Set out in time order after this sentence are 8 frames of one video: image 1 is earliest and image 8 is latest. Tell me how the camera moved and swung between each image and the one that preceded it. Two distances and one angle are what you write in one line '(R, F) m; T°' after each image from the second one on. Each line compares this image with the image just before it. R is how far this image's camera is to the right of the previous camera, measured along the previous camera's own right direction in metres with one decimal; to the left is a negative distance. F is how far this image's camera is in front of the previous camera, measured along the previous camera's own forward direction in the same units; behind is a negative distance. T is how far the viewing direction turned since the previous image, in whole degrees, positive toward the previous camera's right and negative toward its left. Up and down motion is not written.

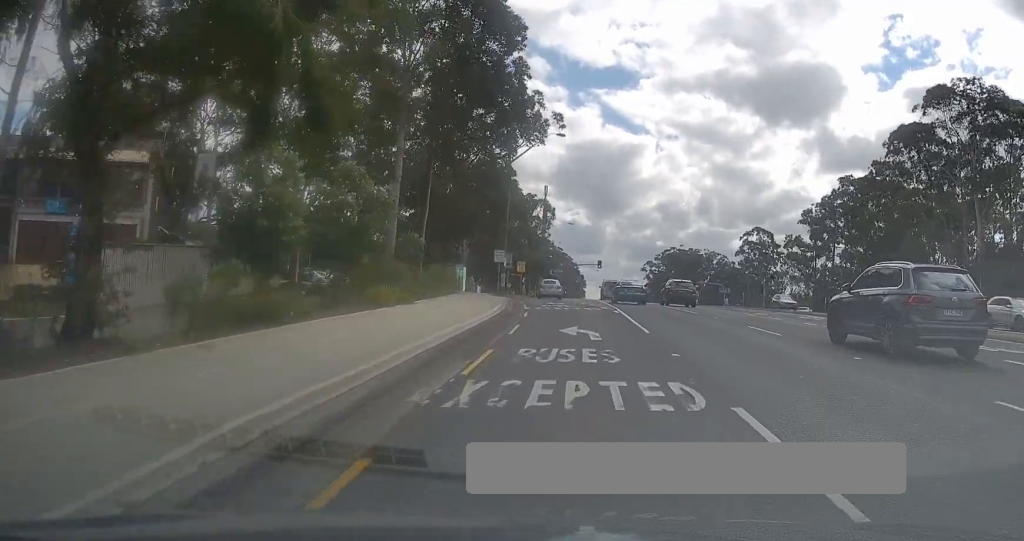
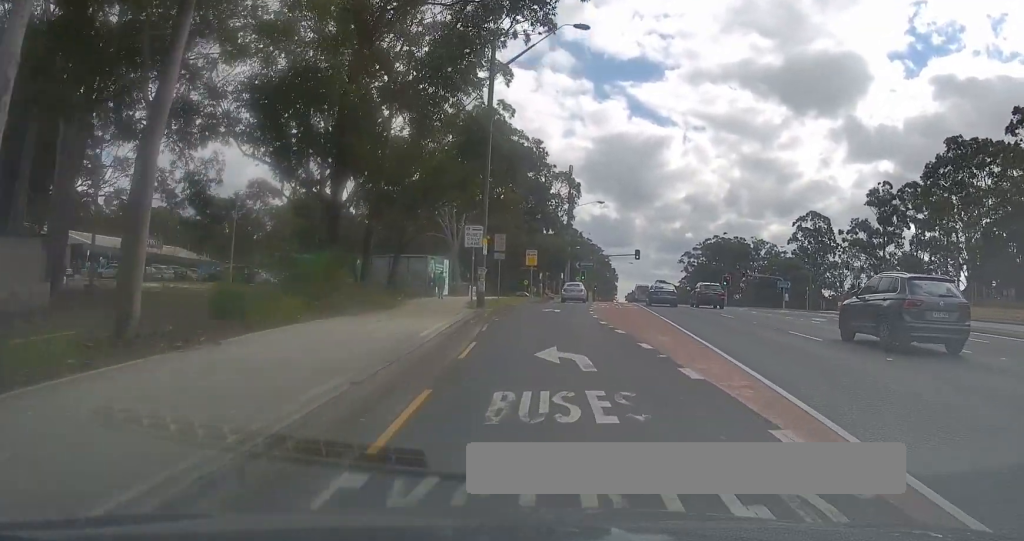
(-0.2, +24.0) m; 0°
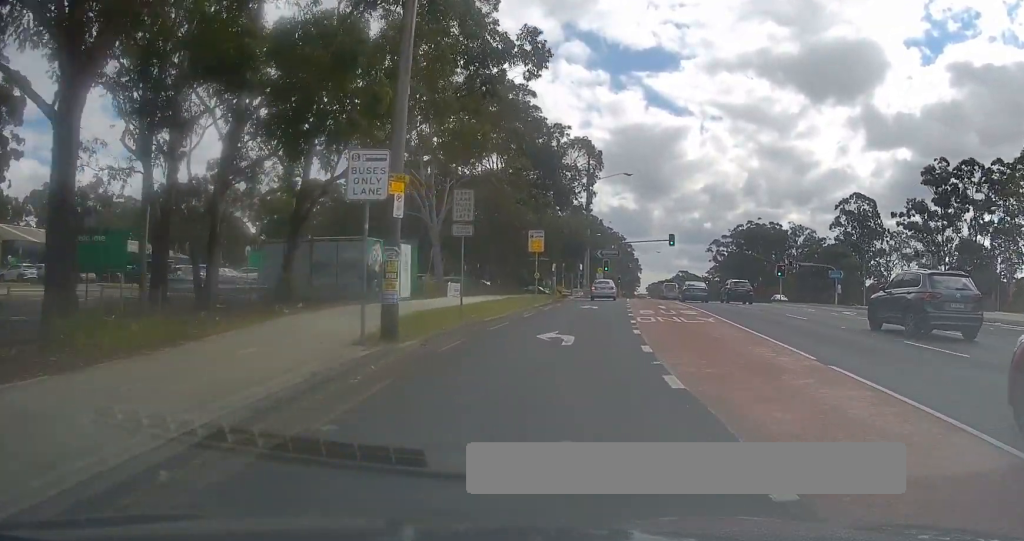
(0.0, +16.9) m; -1°
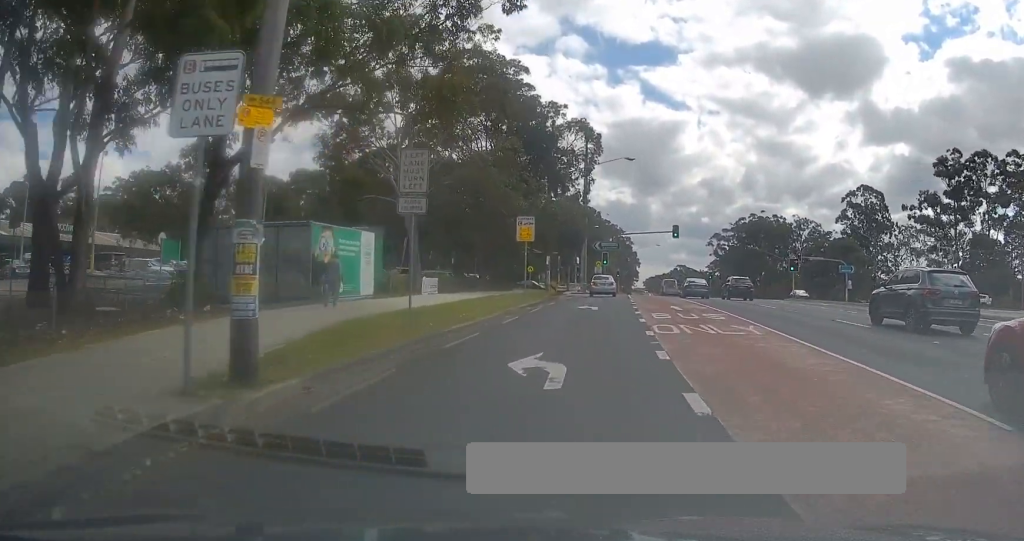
(-0.3, +6.0) m; 0°
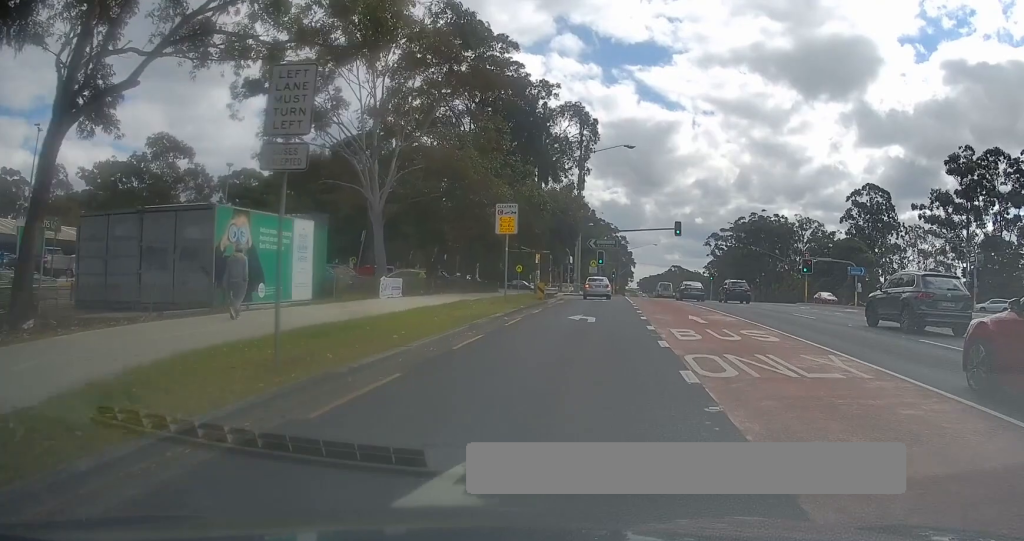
(0.0, +5.9) m; 0°
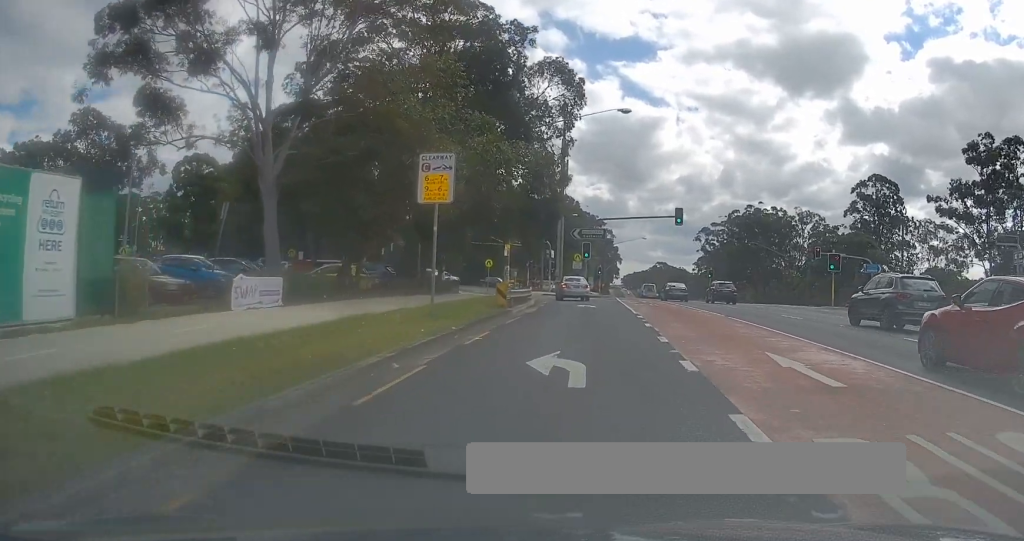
(+0.5, +11.2) m; +1°
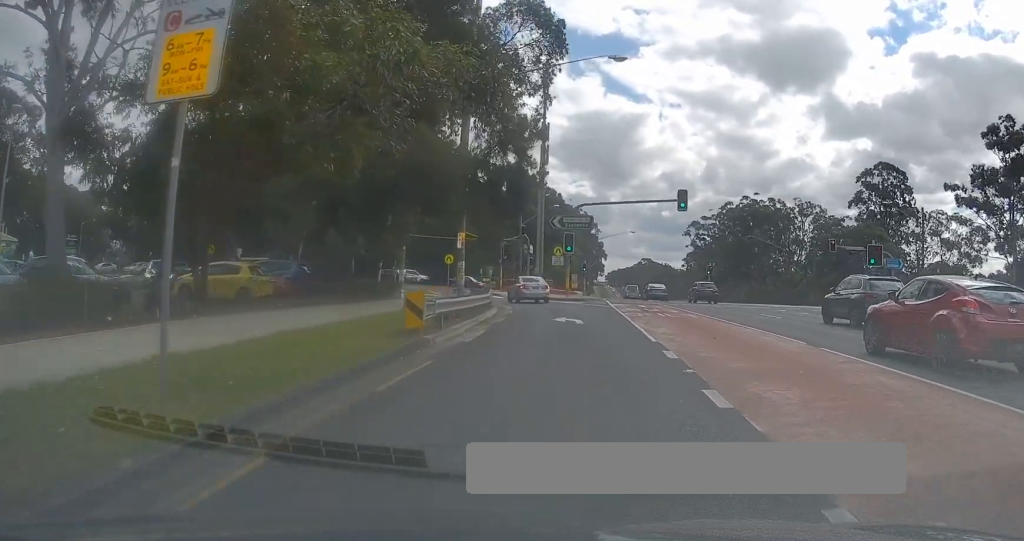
(-0.2, +11.0) m; -1°
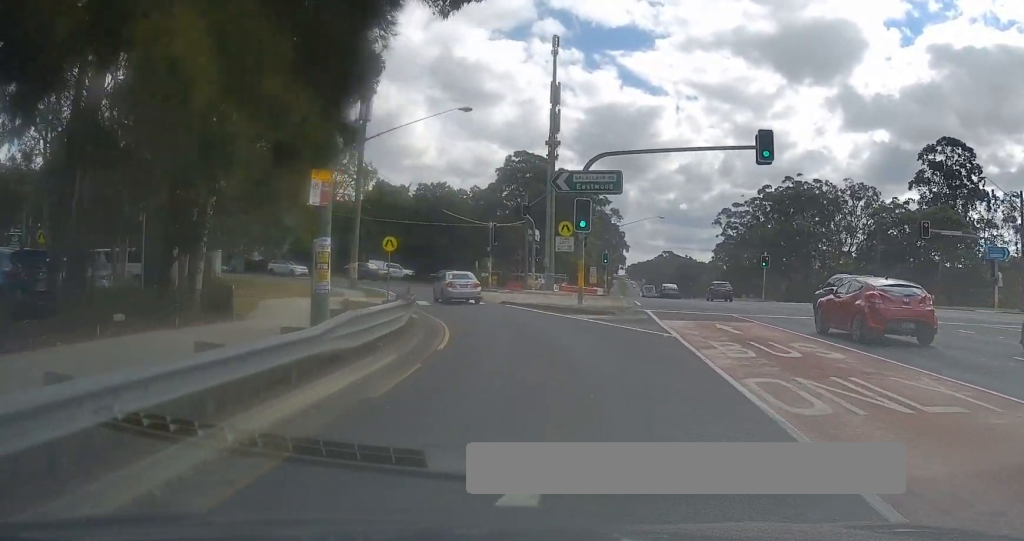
(0.0, +18.4) m; 0°
